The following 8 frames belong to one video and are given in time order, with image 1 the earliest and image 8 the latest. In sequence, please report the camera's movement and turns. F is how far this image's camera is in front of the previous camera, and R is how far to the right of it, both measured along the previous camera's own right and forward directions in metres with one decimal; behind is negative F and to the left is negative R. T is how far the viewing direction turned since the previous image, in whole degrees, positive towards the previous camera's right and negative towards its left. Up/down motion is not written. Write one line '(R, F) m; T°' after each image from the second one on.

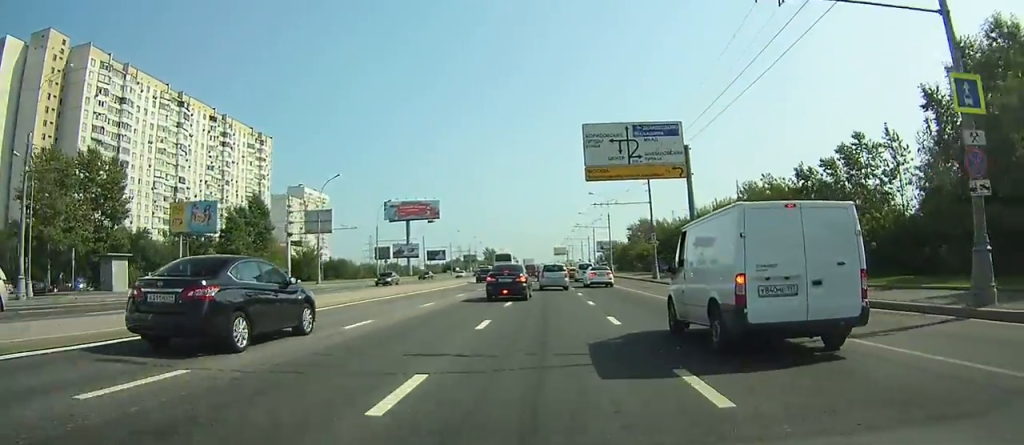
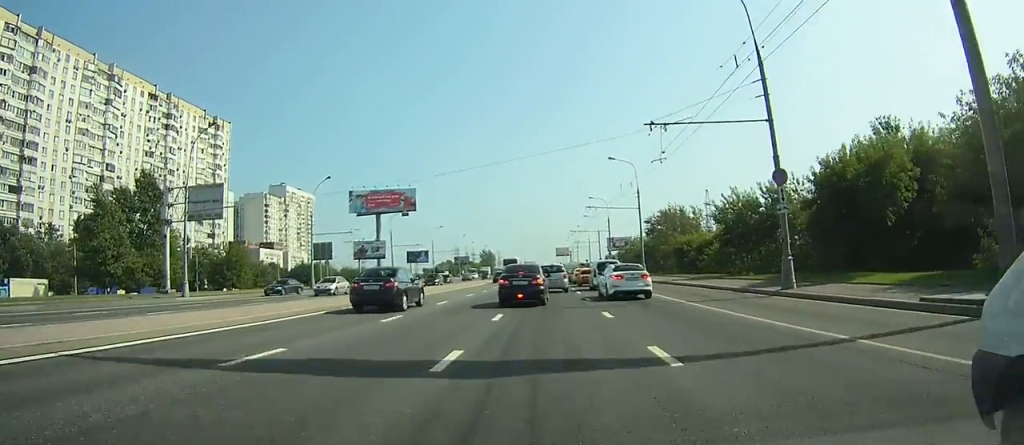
(+0.4, +29.1) m; +1°
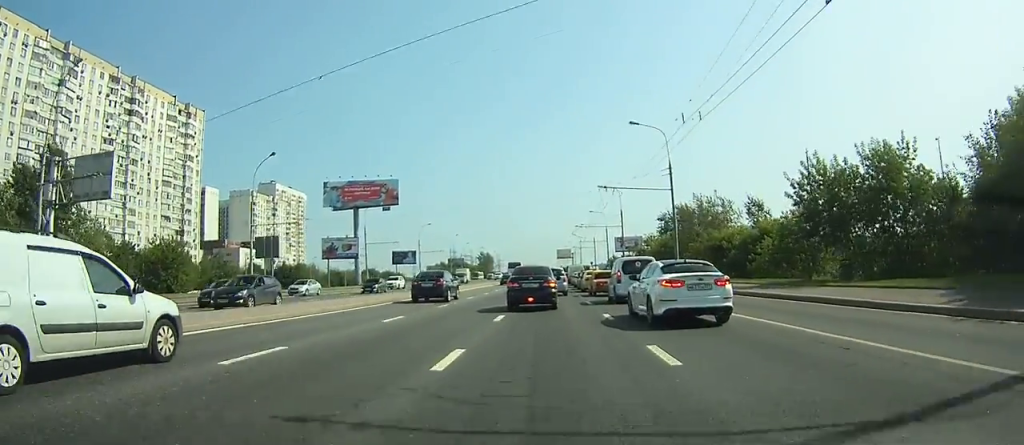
(0.0, +16.0) m; 0°
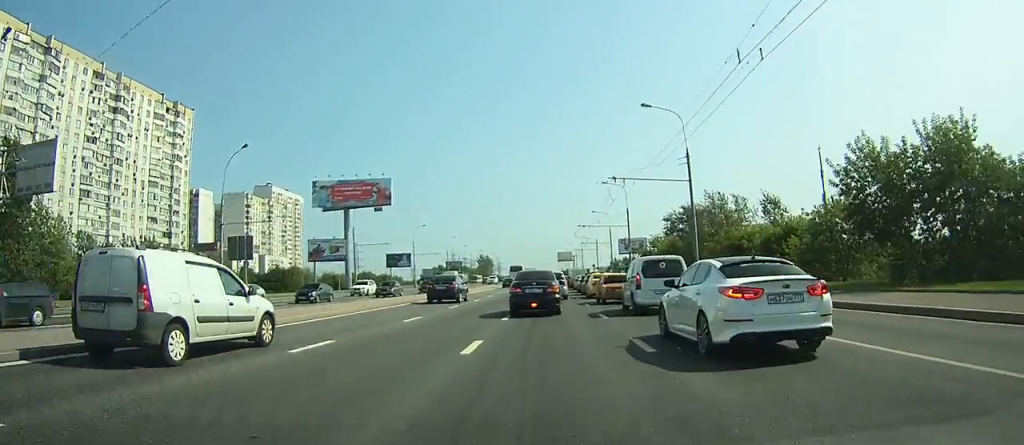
(0.0, +5.8) m; 0°
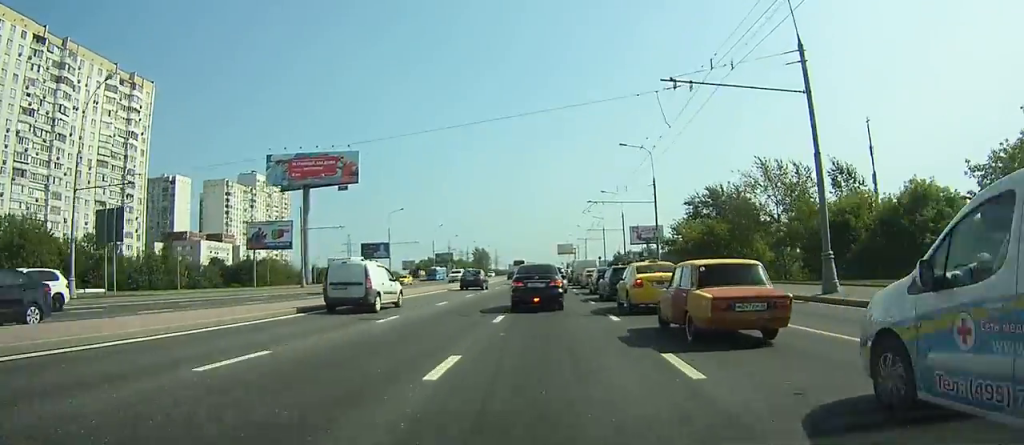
(+0.1, +18.7) m; +1°
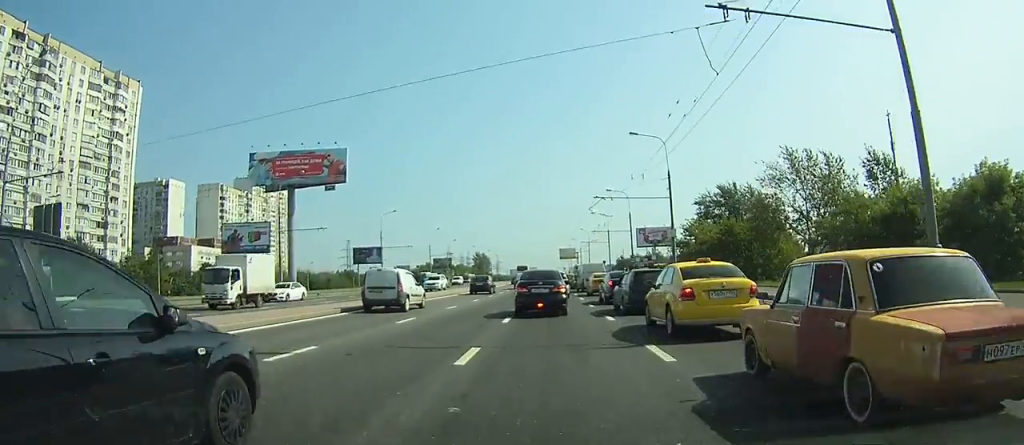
(0.0, +6.2) m; 0°
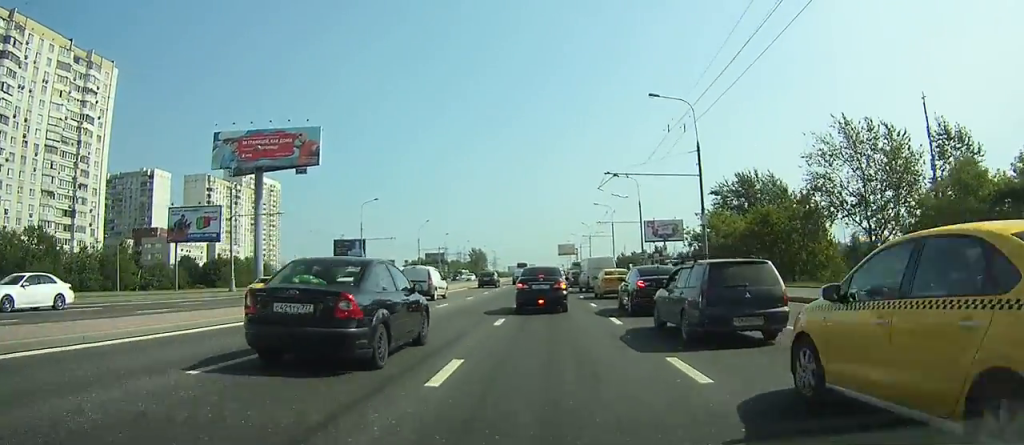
(0.0, +9.8) m; 0°
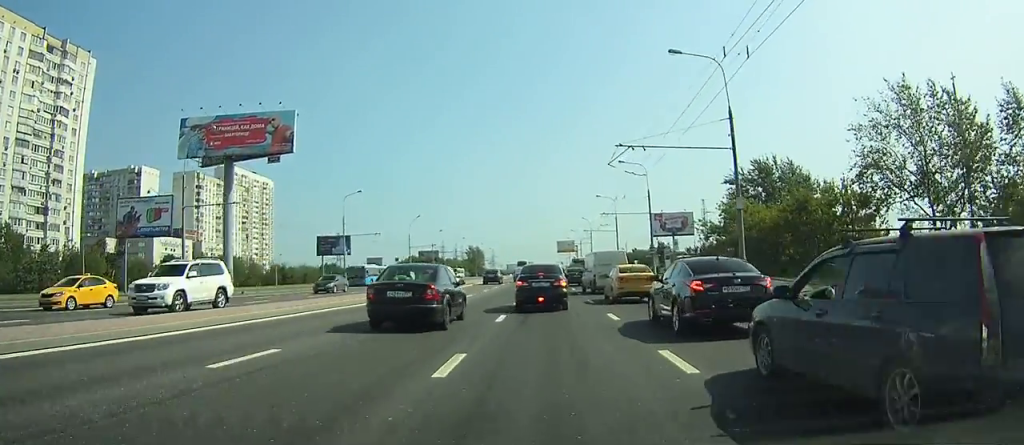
(0.0, +7.4) m; 0°
